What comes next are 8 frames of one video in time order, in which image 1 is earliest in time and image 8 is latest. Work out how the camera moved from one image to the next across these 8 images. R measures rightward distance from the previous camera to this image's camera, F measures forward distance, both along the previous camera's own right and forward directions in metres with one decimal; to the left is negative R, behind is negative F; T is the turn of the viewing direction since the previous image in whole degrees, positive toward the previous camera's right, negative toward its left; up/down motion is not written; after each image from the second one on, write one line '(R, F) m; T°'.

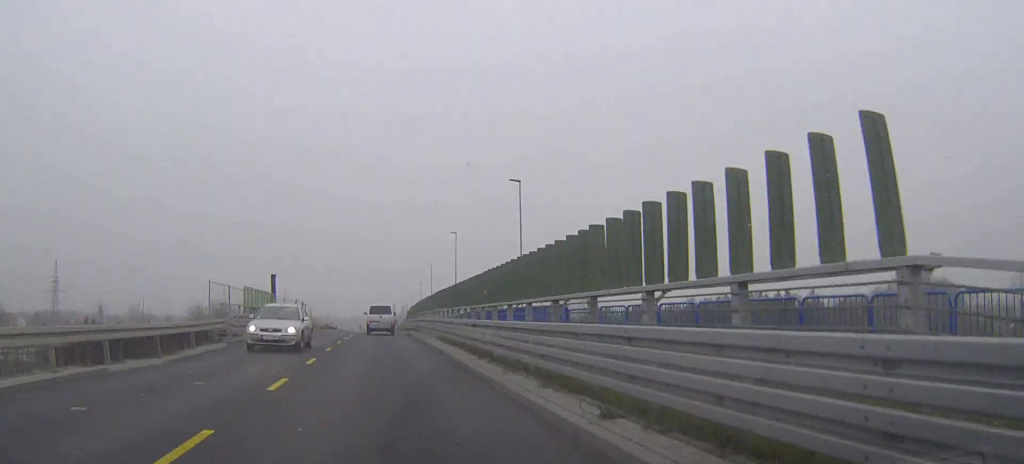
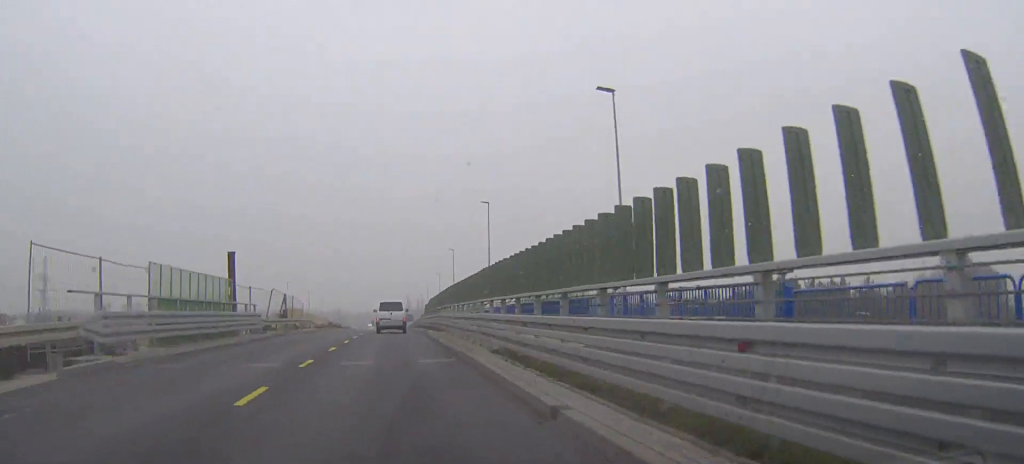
(-0.2, +14.5) m; -1°
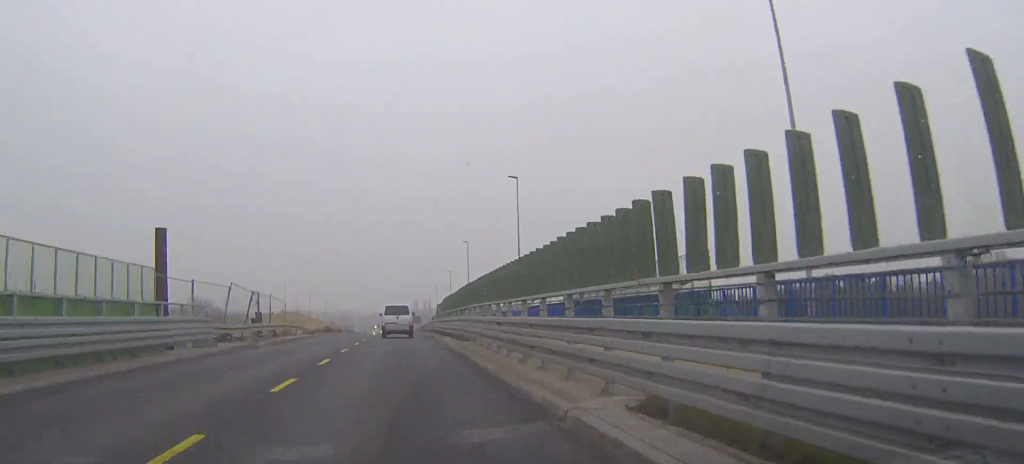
(-0.1, +9.7) m; 0°
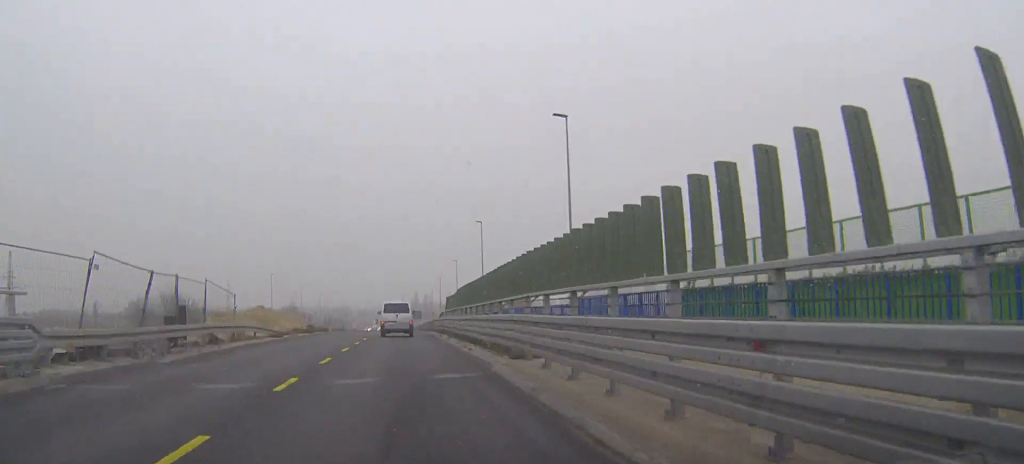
(-0.1, +12.4) m; 0°
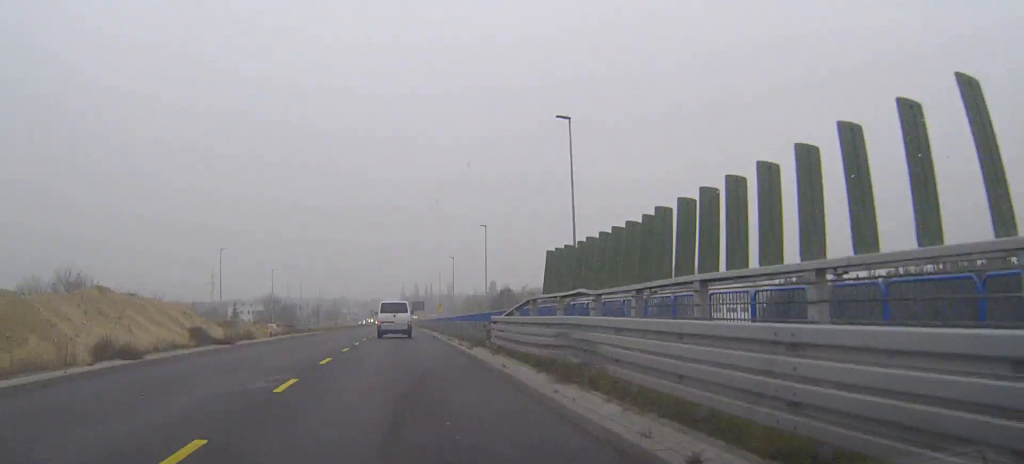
(-0.1, +30.6) m; 0°
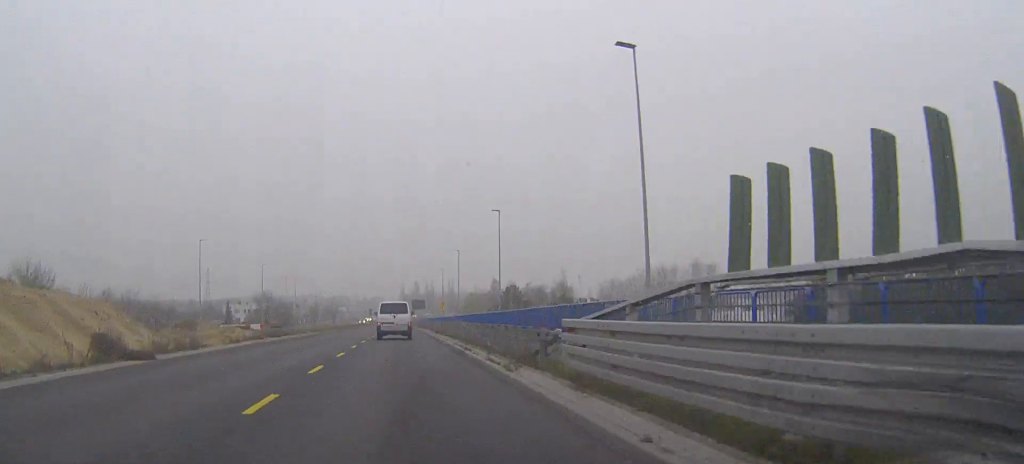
(0.0, +8.1) m; 0°
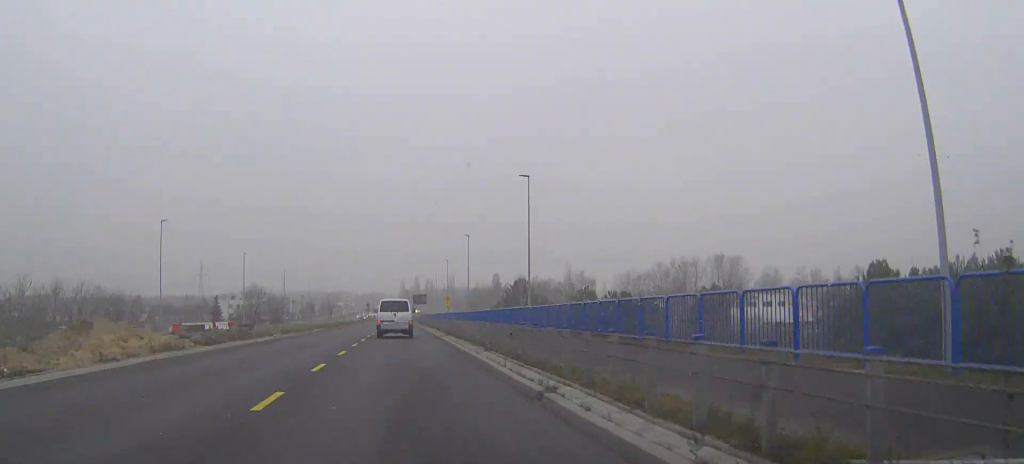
(0.0, +11.3) m; 0°
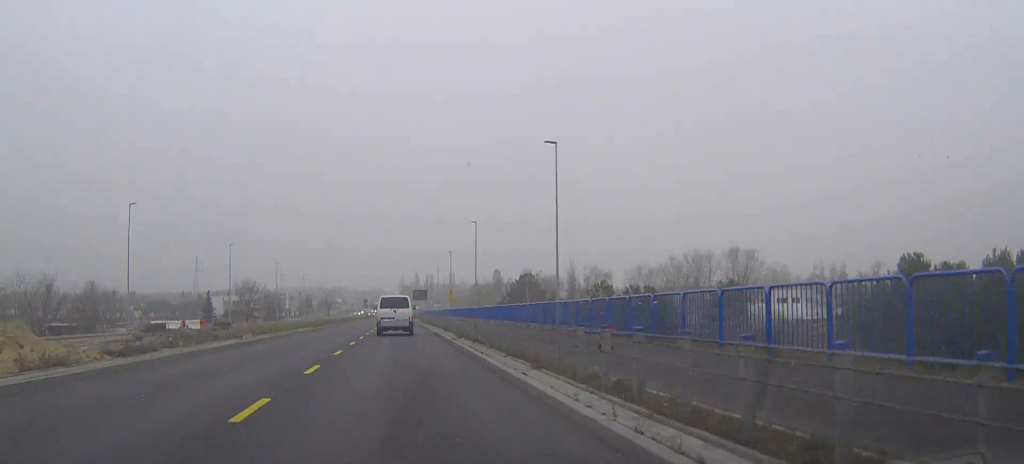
(0.0, +7.5) m; 0°
